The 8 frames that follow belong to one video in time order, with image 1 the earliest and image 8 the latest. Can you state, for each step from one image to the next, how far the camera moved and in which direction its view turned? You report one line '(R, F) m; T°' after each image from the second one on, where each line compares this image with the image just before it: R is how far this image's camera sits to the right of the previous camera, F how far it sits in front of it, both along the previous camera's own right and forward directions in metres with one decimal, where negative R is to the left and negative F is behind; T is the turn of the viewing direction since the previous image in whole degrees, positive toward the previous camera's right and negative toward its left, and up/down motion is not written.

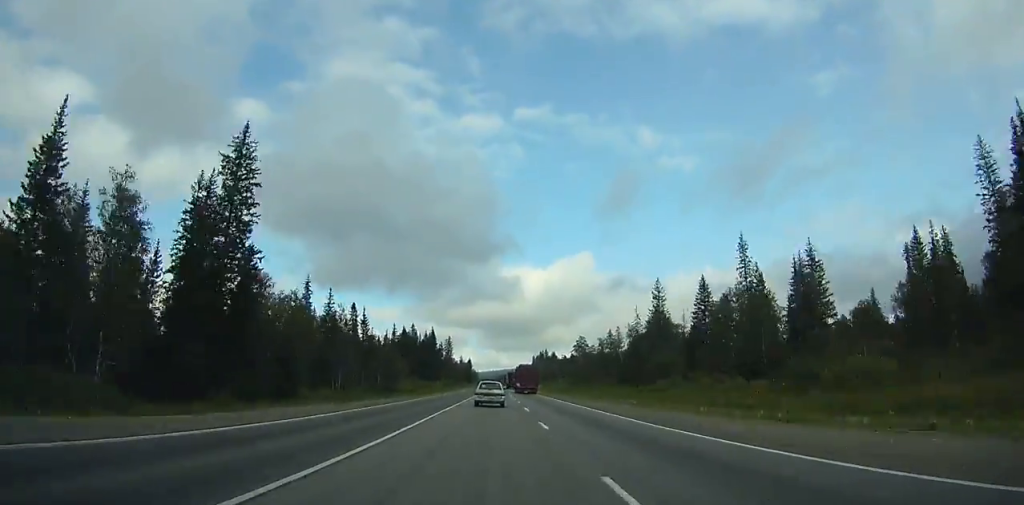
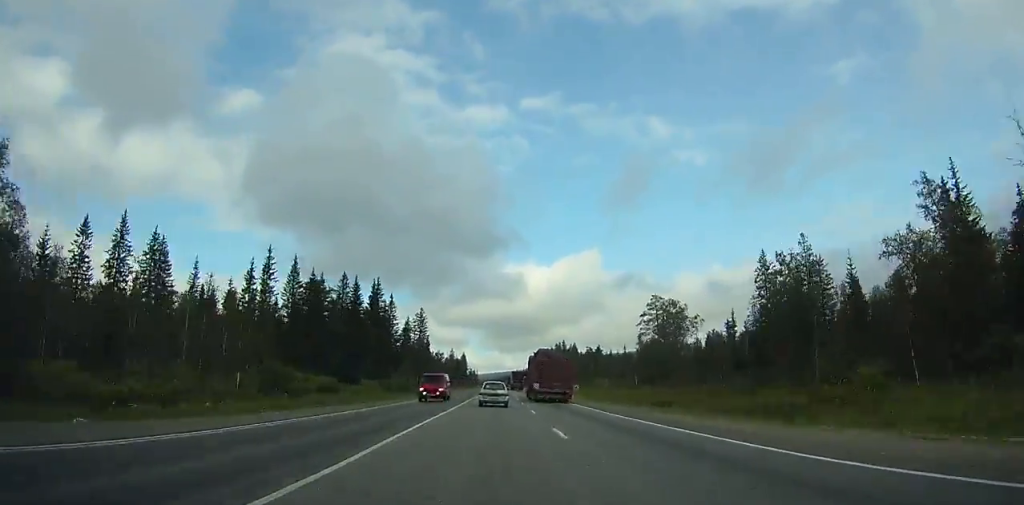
(-0.5, +116.0) m; +6°
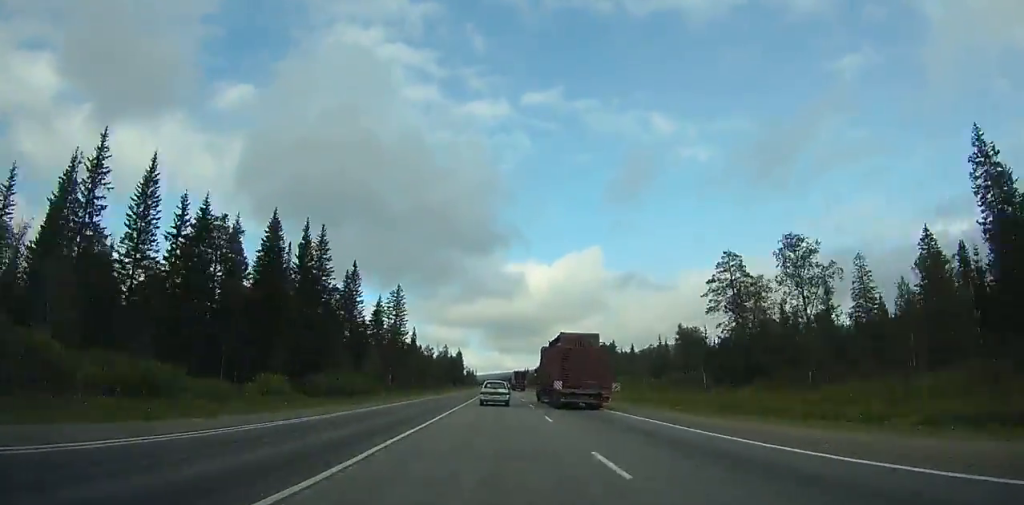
(+0.8, +43.3) m; +1°
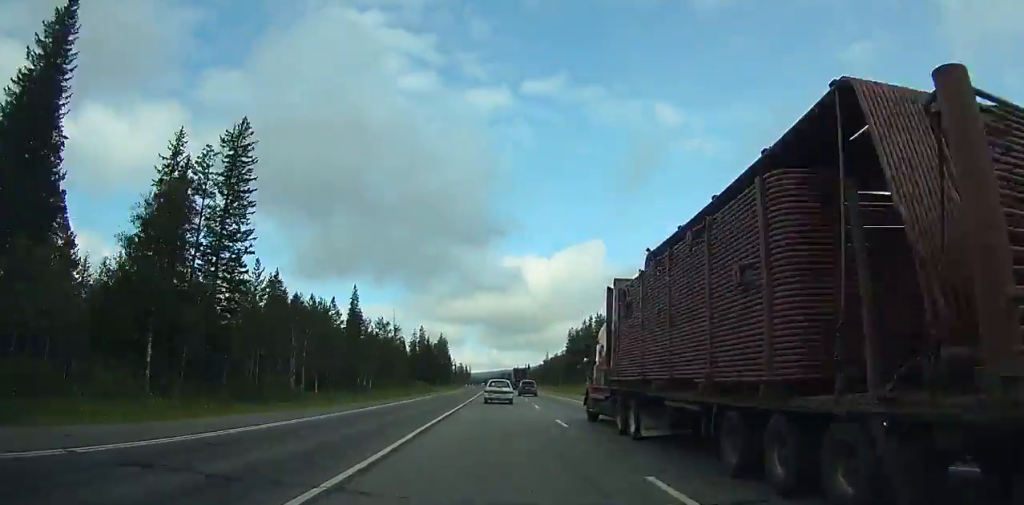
(+1.1, +88.3) m; +1°
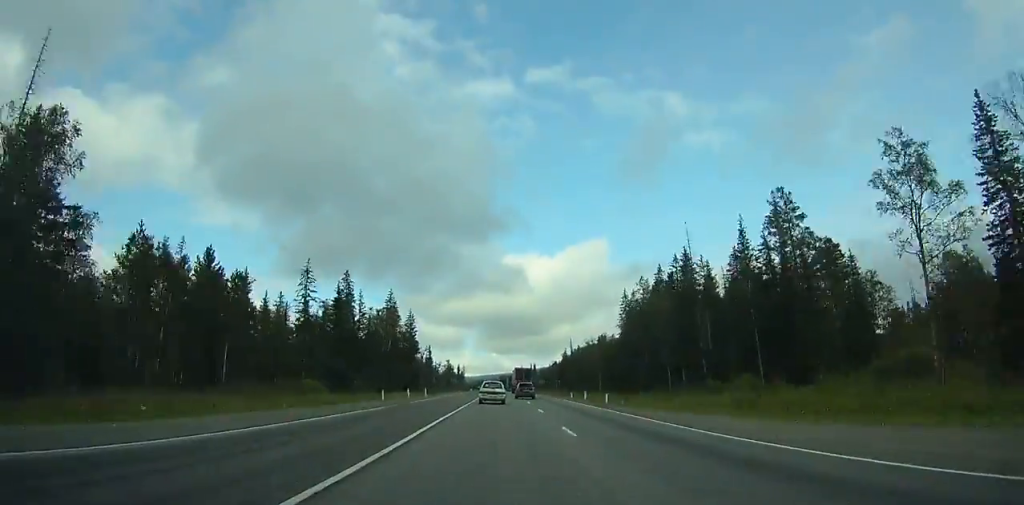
(+0.4, +112.1) m; 0°
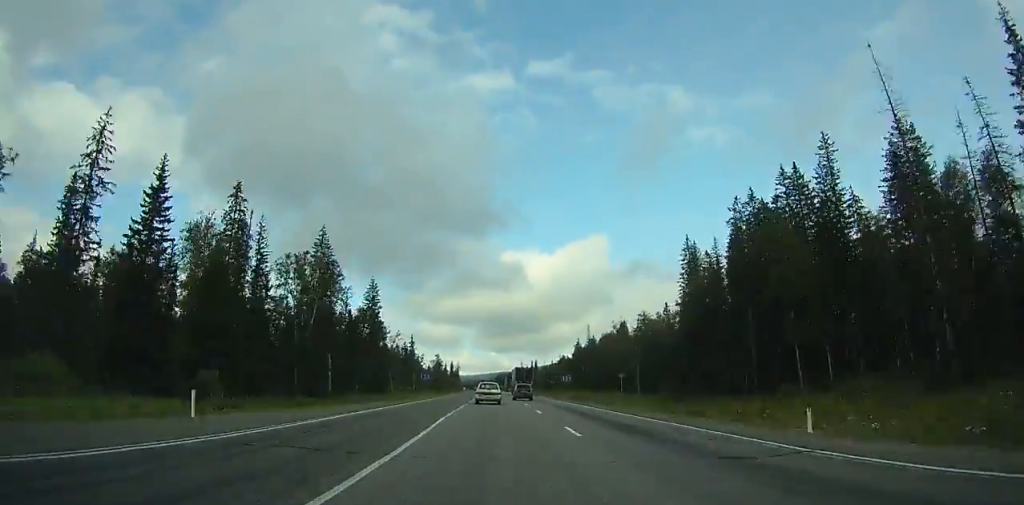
(0.0, +47.4) m; 0°
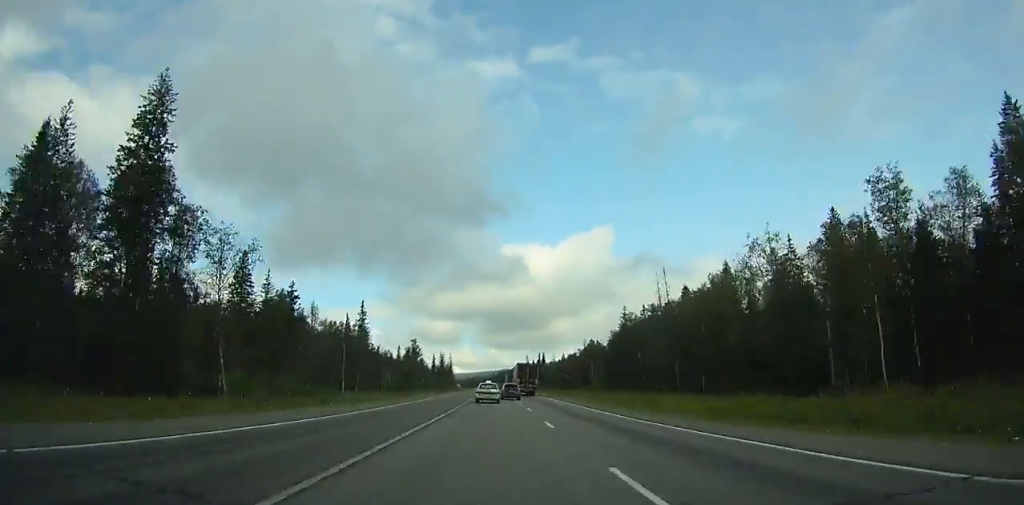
(0.0, +81.0) m; 0°
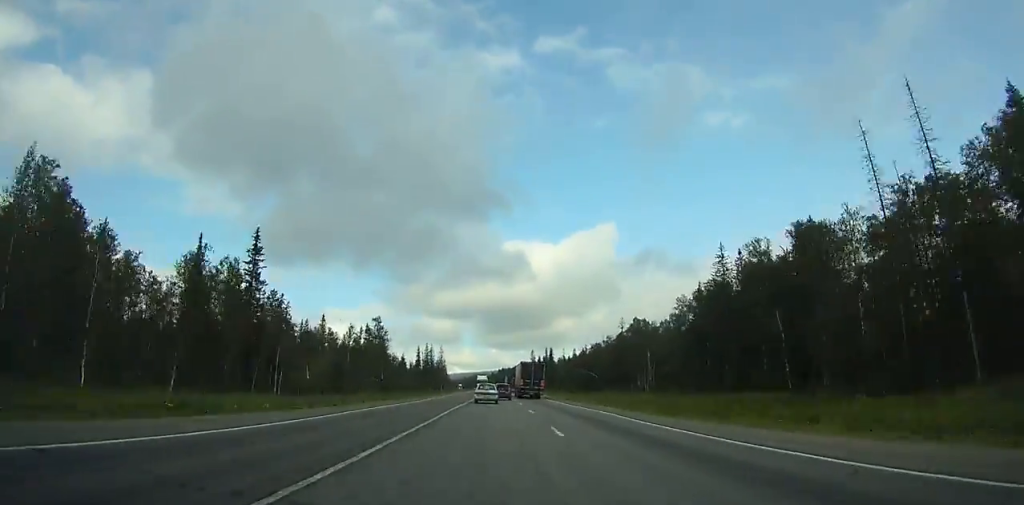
(-0.1, +64.4) m; 0°
